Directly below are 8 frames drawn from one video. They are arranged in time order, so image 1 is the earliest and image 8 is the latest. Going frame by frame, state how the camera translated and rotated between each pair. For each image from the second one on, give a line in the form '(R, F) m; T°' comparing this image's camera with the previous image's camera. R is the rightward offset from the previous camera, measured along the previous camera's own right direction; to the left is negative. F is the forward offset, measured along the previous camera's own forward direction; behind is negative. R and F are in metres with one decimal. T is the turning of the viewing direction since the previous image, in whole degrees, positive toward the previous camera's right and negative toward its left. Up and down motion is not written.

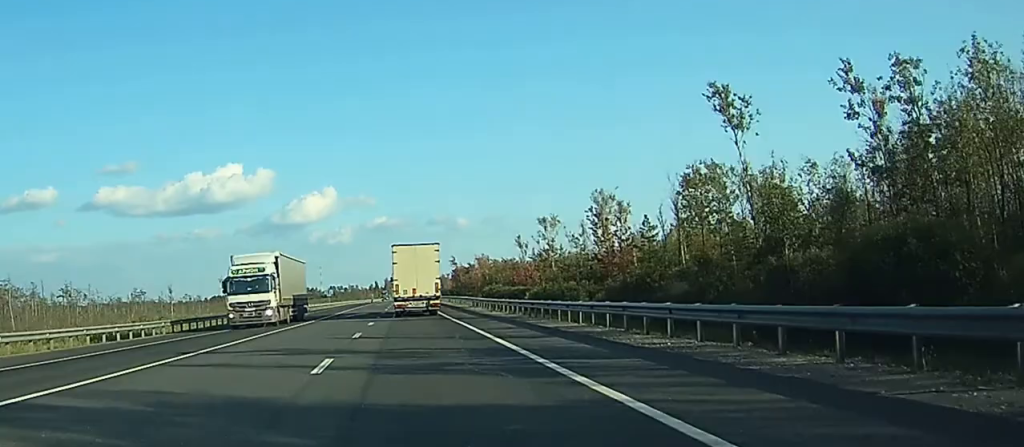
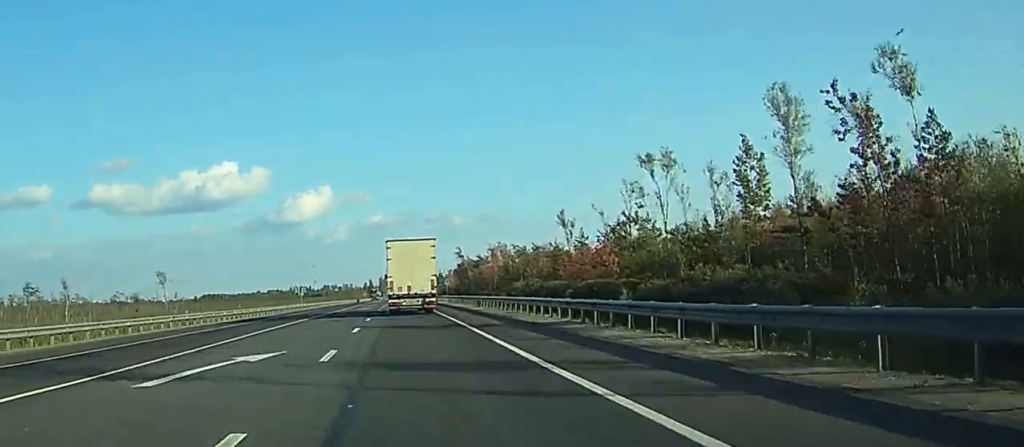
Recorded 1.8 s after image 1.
(+0.2, +45.8) m; +1°
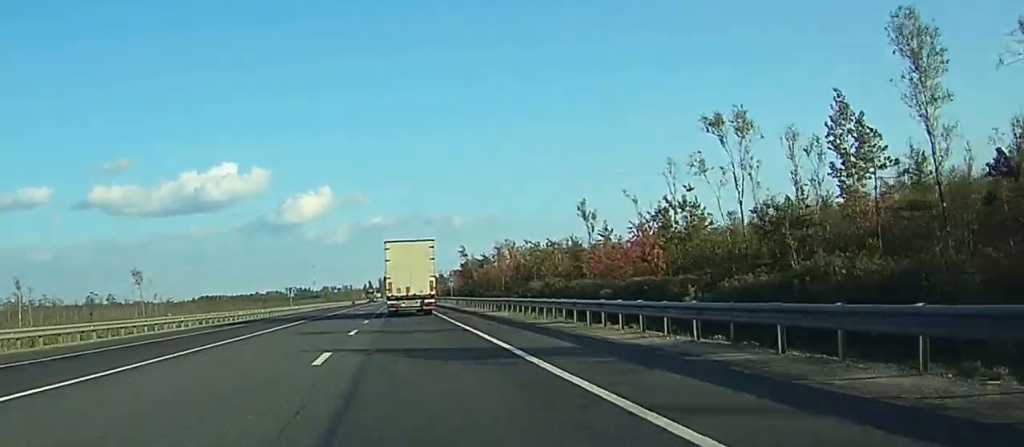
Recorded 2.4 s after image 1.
(0.0, +13.1) m; 0°
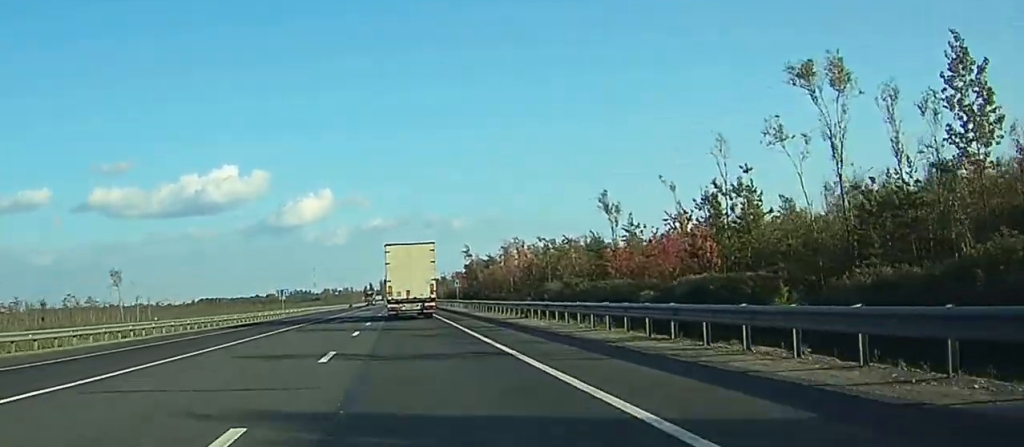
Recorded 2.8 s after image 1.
(0.0, +10.6) m; 0°
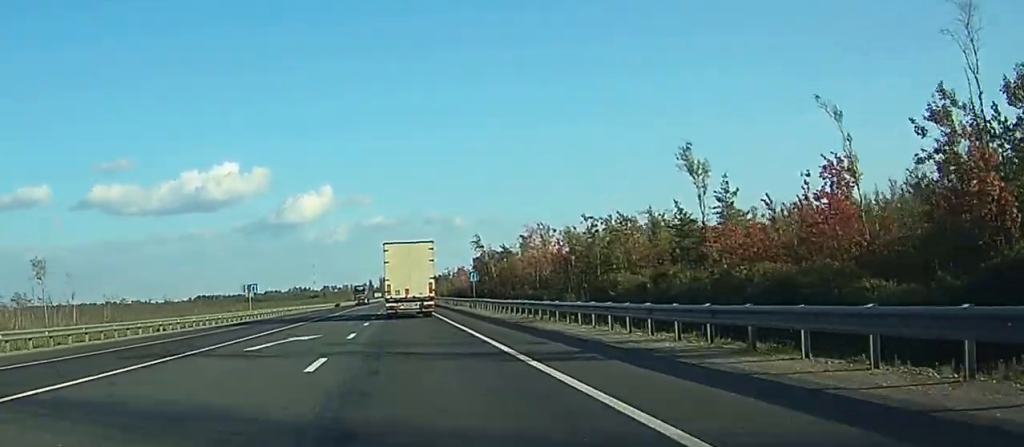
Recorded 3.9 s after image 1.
(0.0, +26.6) m; 0°
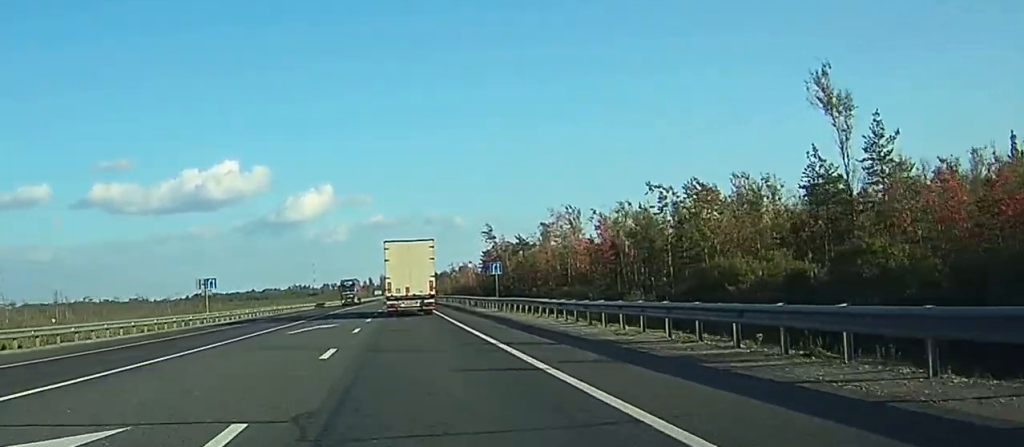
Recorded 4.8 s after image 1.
(-0.1, +21.5) m; 0°
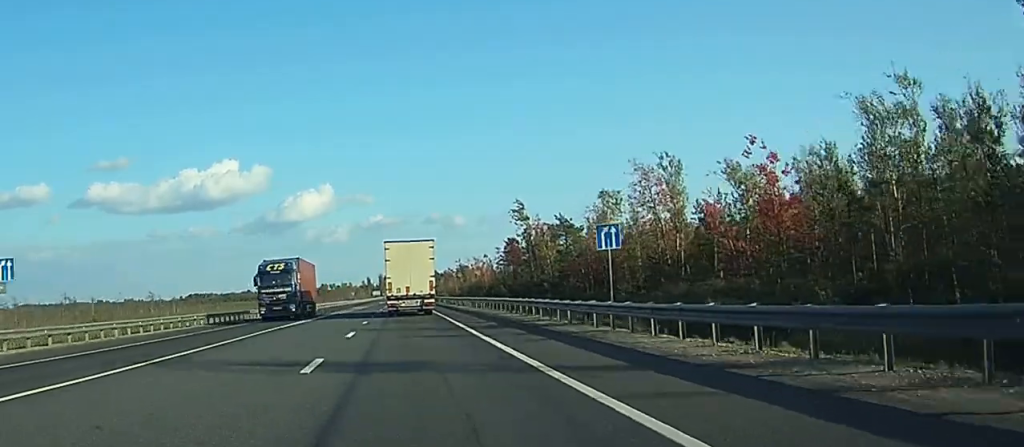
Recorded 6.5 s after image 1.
(+0.1, +39.2) m; 0°
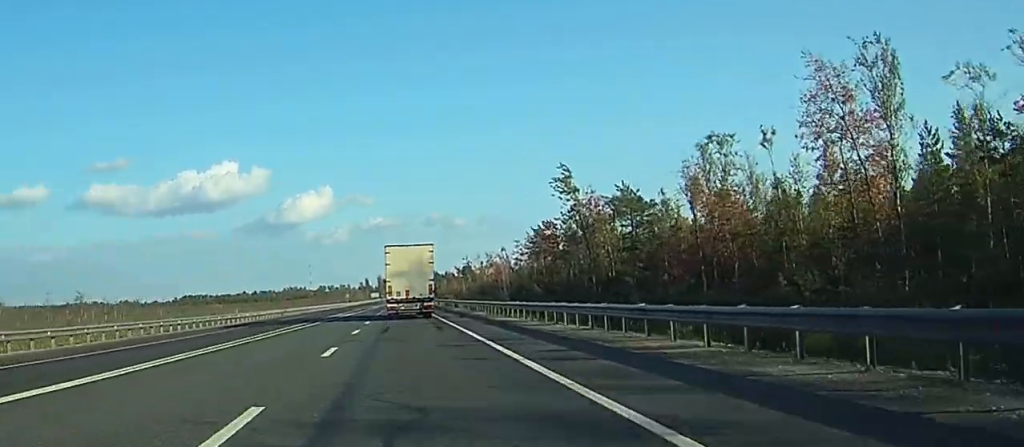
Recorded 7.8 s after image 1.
(-0.2, +31.7) m; 0°
